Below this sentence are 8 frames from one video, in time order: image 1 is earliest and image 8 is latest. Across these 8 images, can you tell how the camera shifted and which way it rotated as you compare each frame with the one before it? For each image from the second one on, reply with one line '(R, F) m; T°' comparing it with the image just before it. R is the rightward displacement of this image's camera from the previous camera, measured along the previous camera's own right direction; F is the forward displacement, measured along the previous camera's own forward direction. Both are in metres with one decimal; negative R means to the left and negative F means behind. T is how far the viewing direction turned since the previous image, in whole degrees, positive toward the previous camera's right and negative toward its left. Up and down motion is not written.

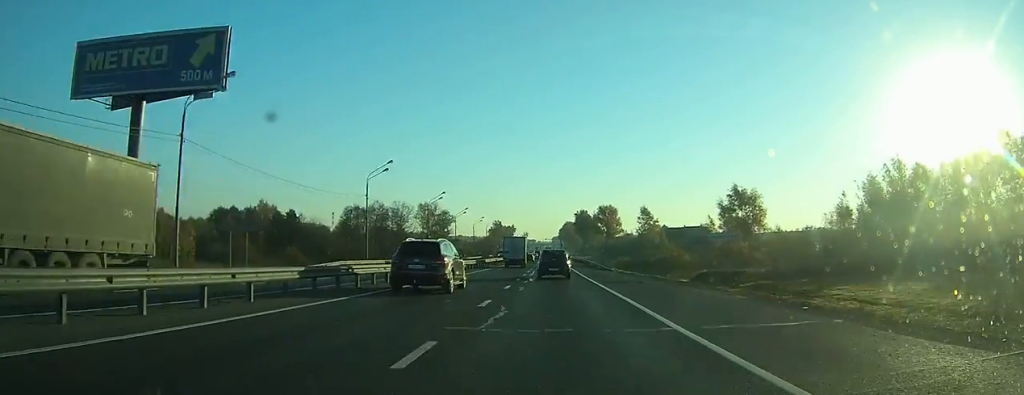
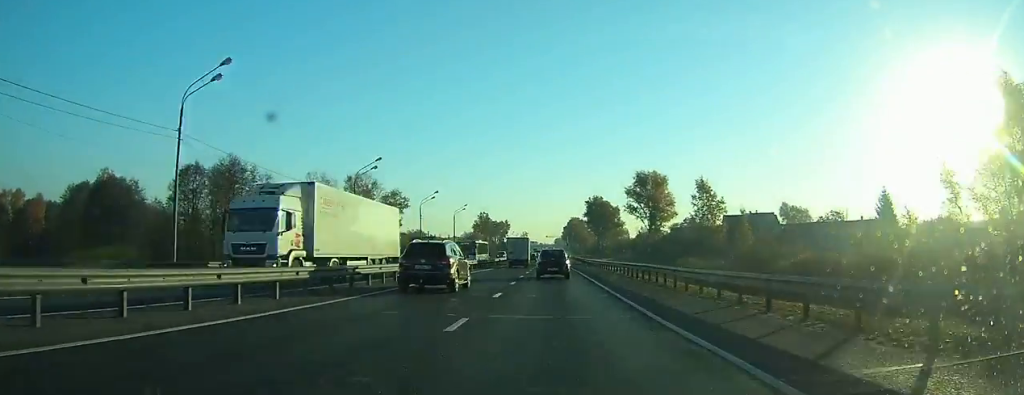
(+0.1, +63.0) m; 0°
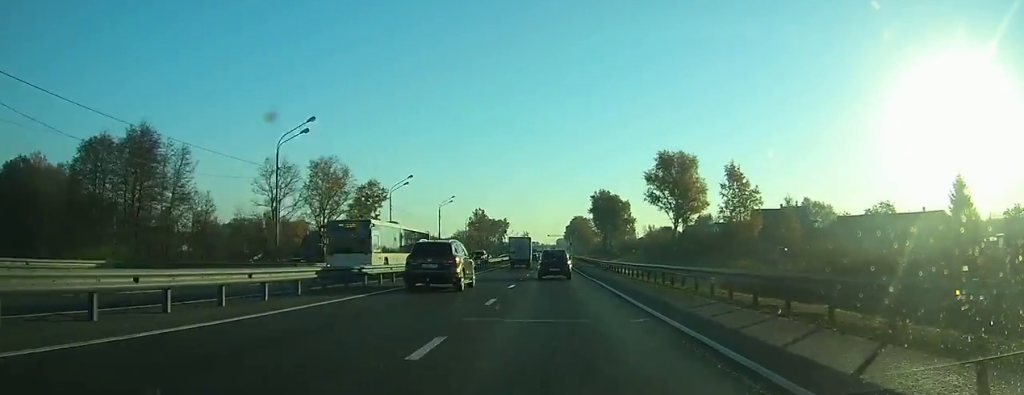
(-0.1, +18.4) m; 0°
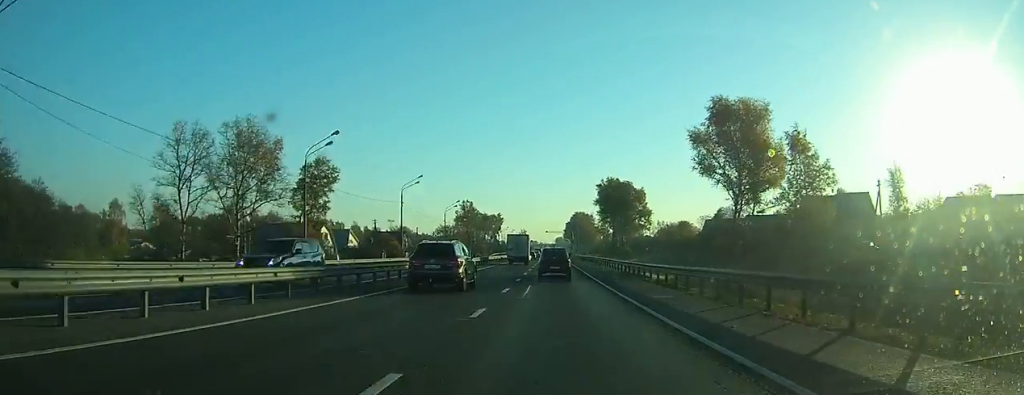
(0.0, +27.9) m; 0°
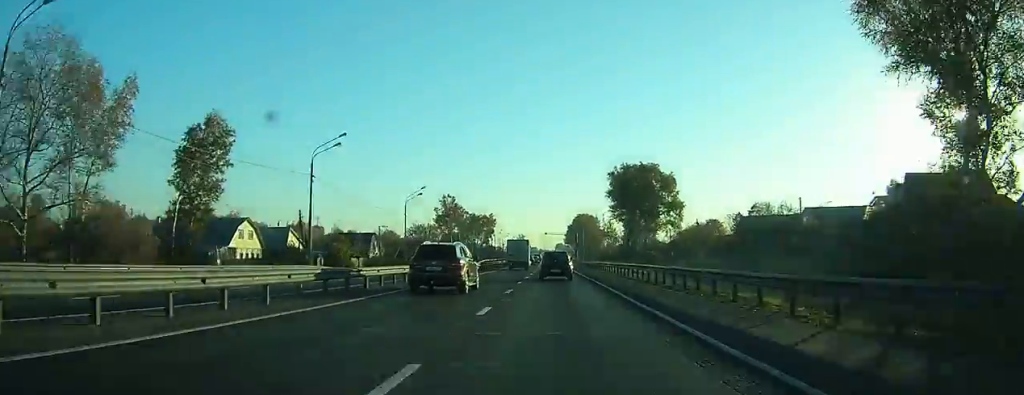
(0.0, +32.8) m; 0°
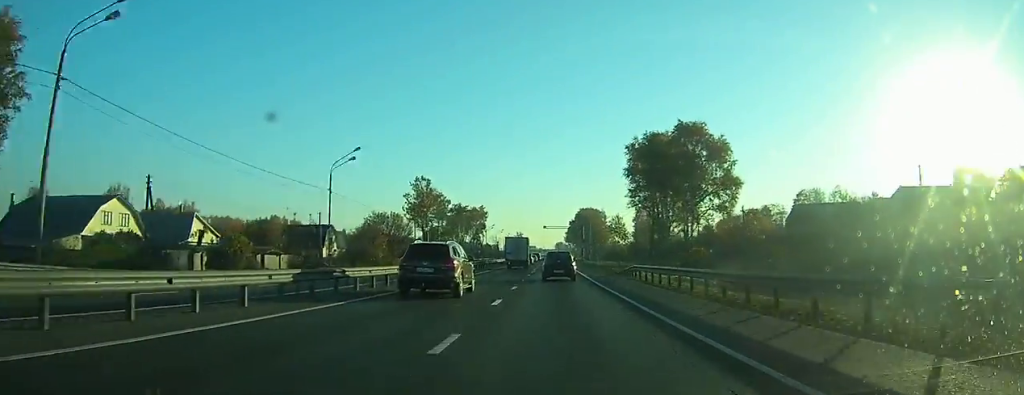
(-0.1, +30.6) m; 0°
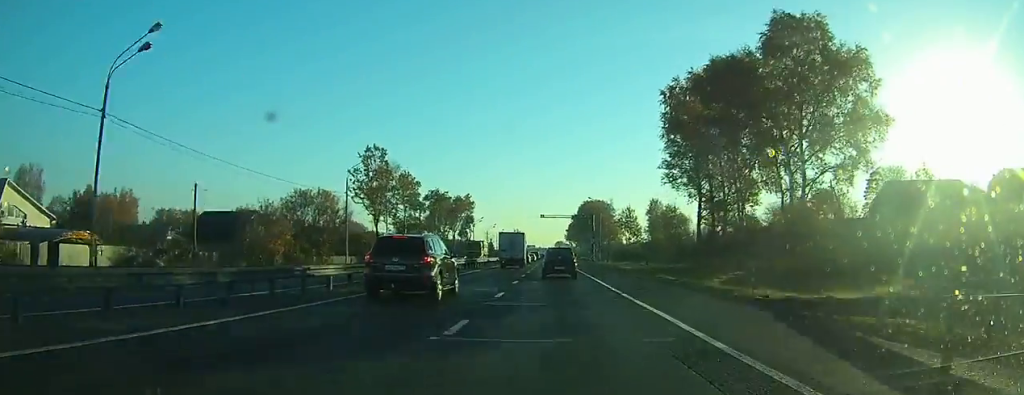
(0.0, +31.9) m; 0°
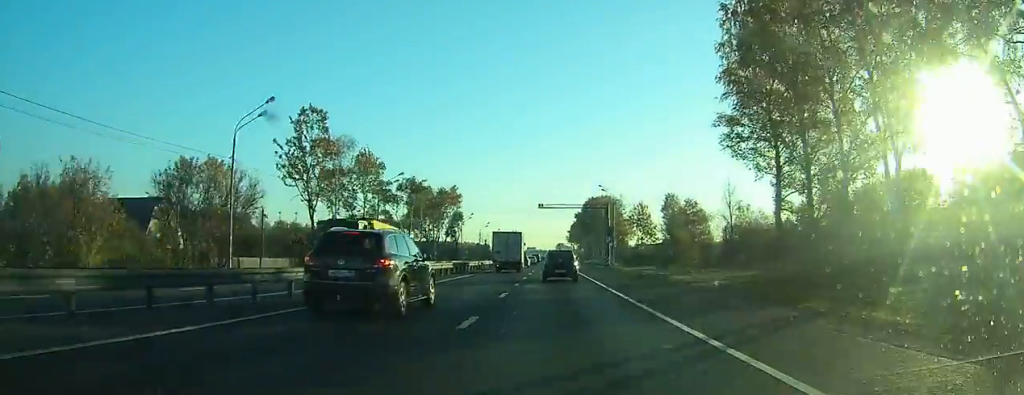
(+0.2, +23.7) m; 0°
